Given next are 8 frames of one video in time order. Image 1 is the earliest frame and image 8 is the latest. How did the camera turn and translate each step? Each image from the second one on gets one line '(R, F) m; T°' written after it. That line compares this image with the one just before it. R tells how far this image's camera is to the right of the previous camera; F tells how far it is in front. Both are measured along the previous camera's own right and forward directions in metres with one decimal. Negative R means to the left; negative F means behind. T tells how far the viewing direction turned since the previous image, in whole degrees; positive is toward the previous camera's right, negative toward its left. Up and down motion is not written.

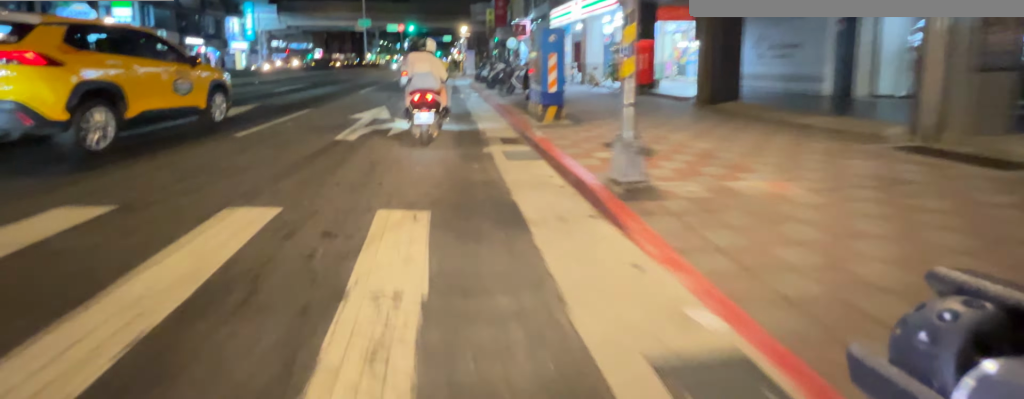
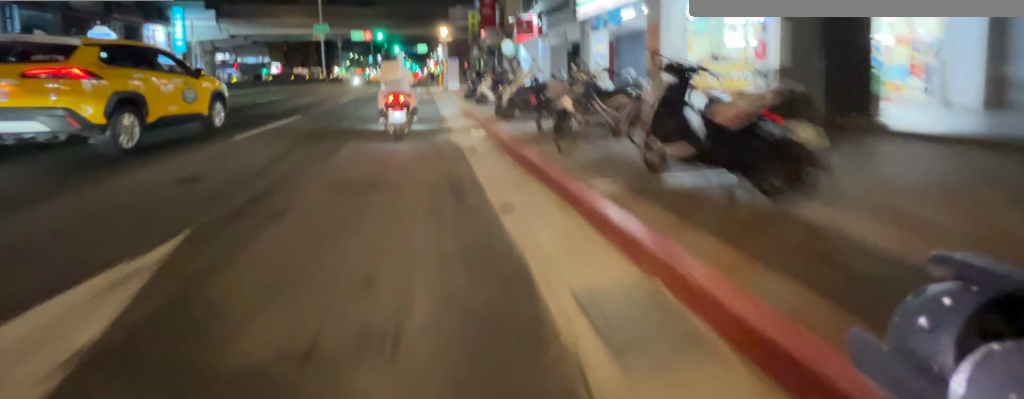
(0.0, +9.6) m; 0°
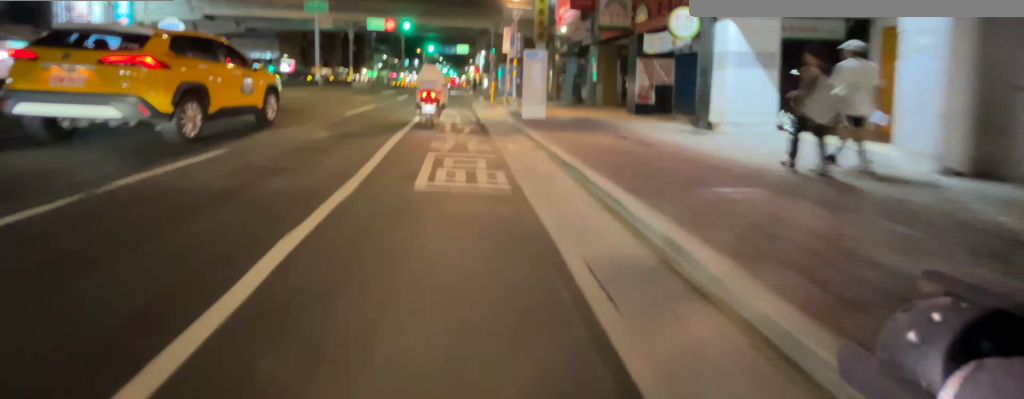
(+0.2, +20.3) m; +1°
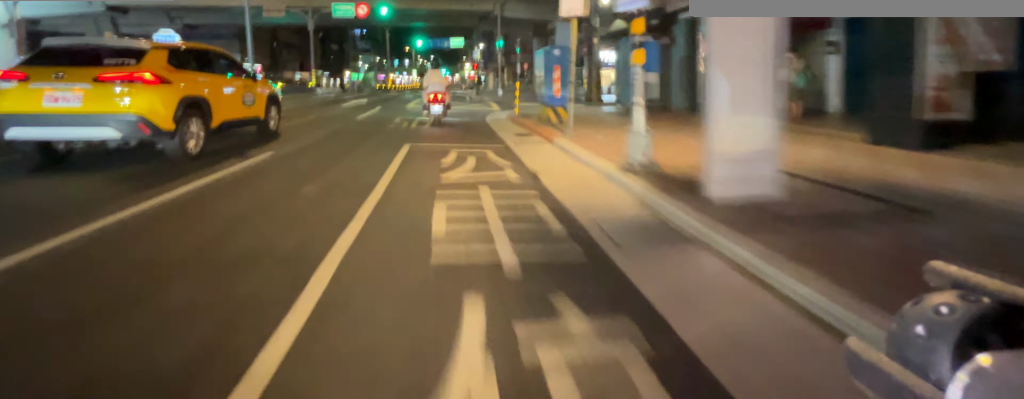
(+0.1, +11.9) m; +1°
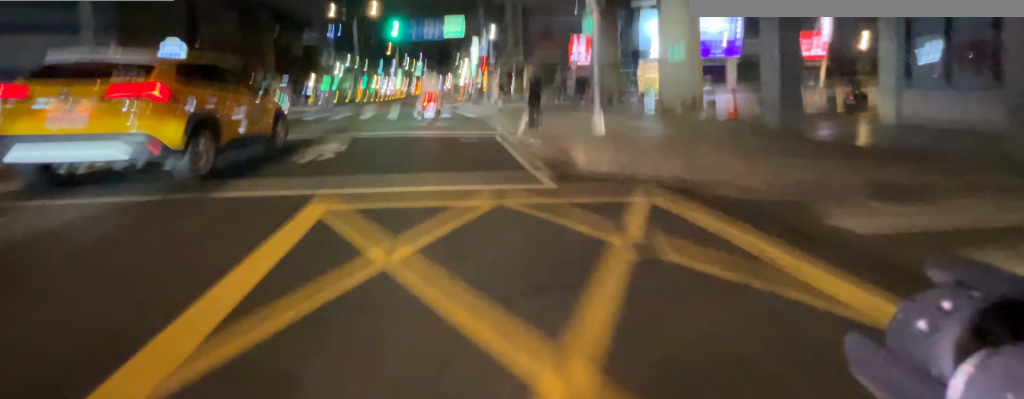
(-0.1, +23.1) m; -1°
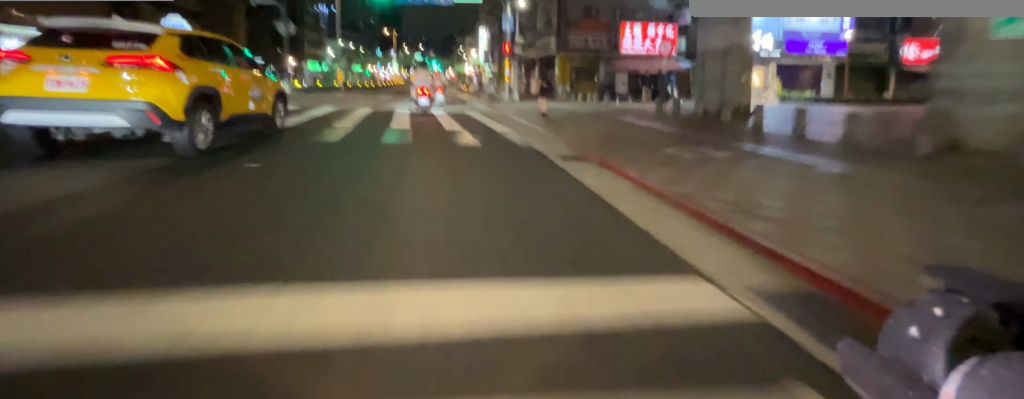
(-0.1, +11.7) m; -1°
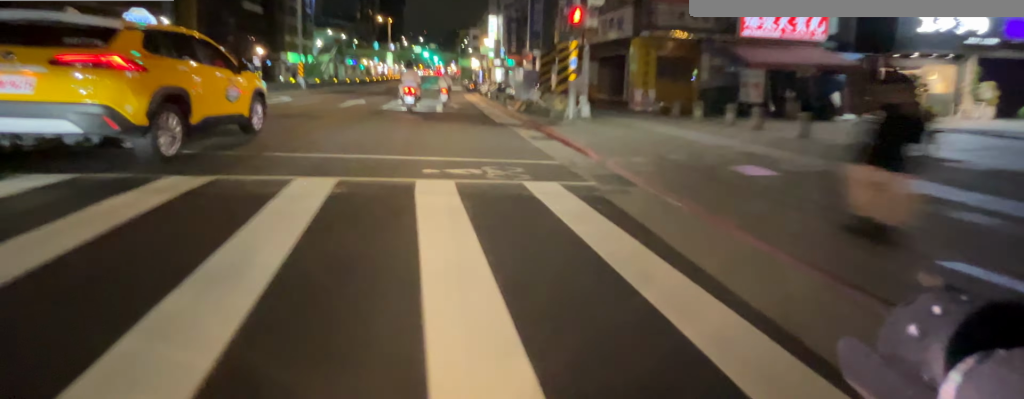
(-0.1, +12.3) m; -1°
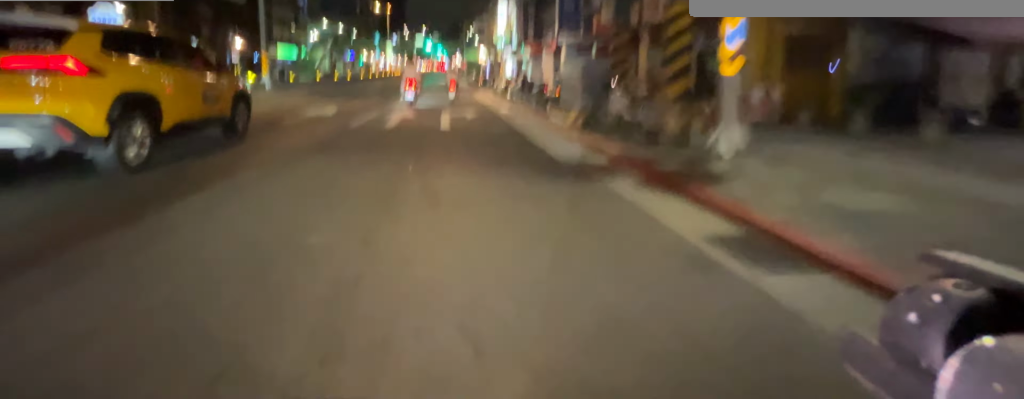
(0.0, +6.8) m; 0°
